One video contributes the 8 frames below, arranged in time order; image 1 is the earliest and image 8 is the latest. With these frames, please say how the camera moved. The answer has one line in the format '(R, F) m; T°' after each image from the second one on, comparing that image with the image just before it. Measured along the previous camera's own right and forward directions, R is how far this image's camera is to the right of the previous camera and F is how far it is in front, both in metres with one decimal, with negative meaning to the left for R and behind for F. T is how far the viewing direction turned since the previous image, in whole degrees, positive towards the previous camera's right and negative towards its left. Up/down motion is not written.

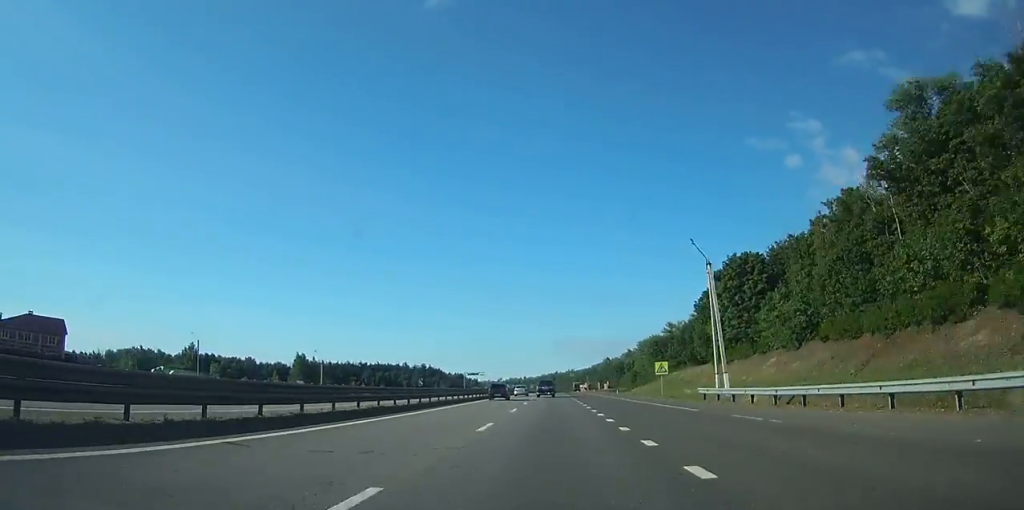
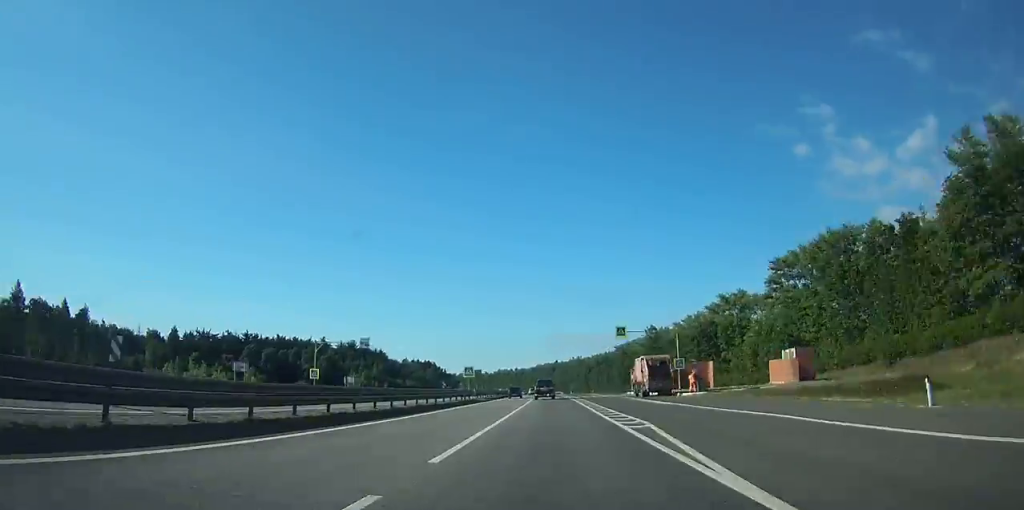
(-0.2, +163.2) m; -1°
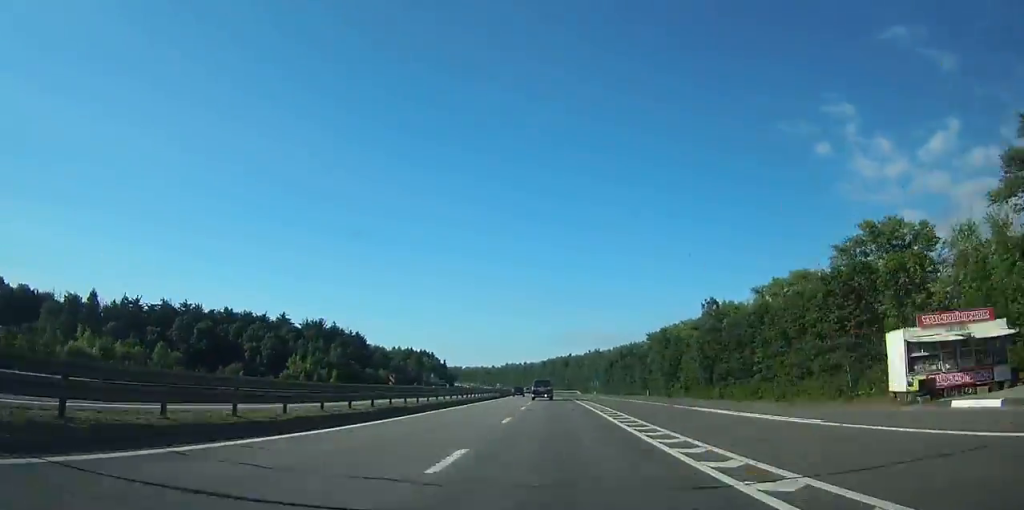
(+0.1, +60.2) m; -1°
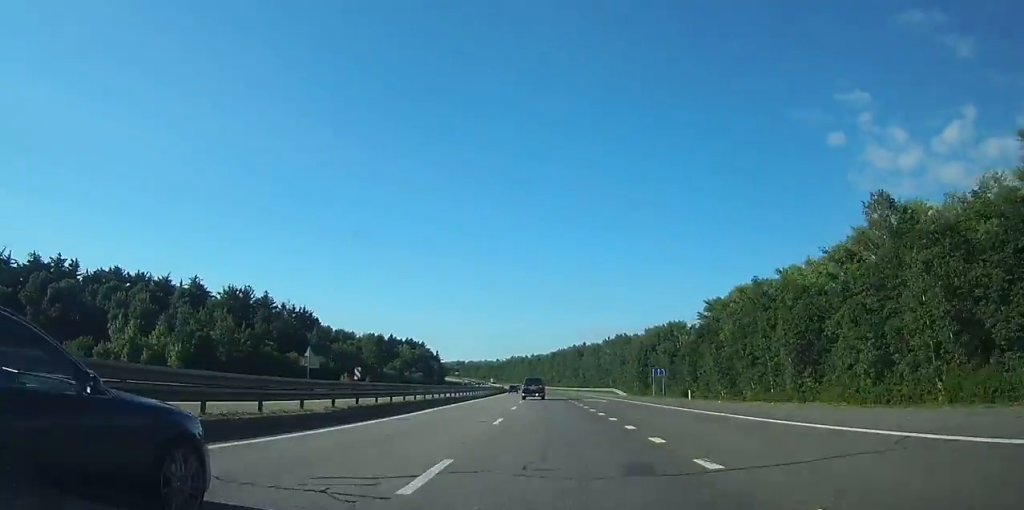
(-1.0, +73.3) m; -1°
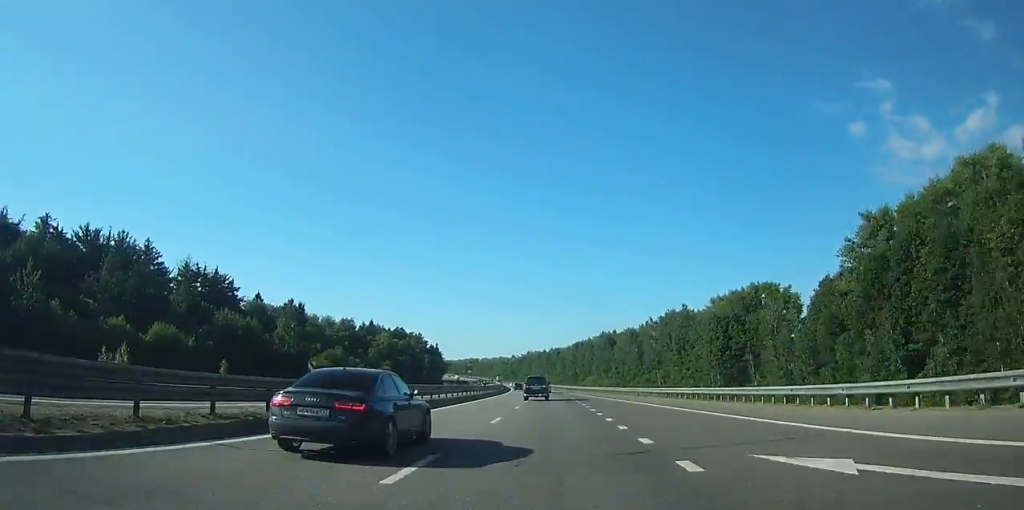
(-1.1, +69.7) m; -2°
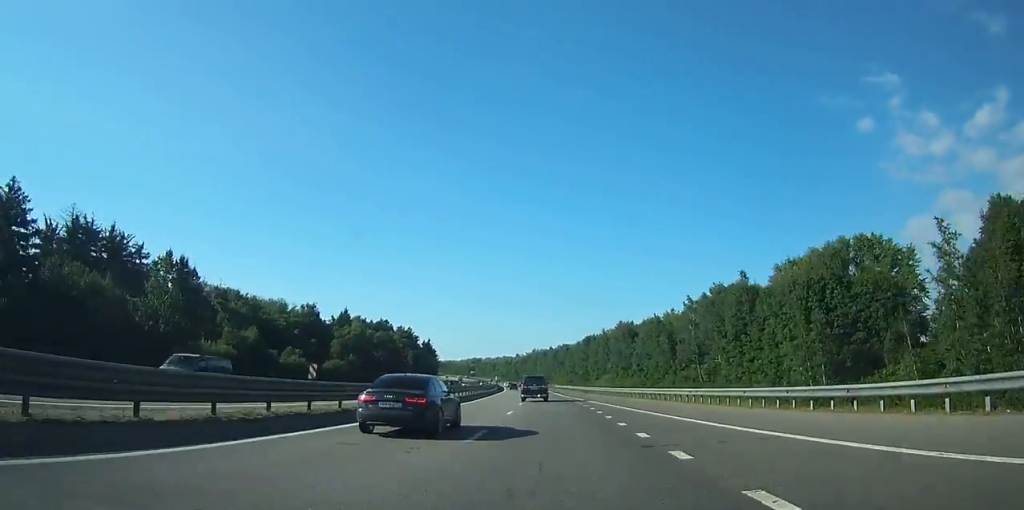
(+0.2, +41.1) m; -1°
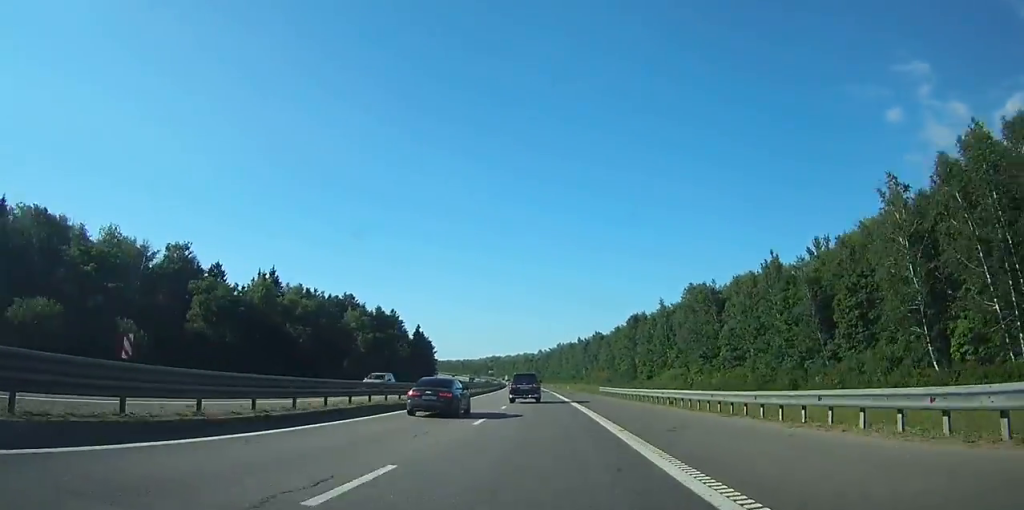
(-1.5, +76.0) m; -3°
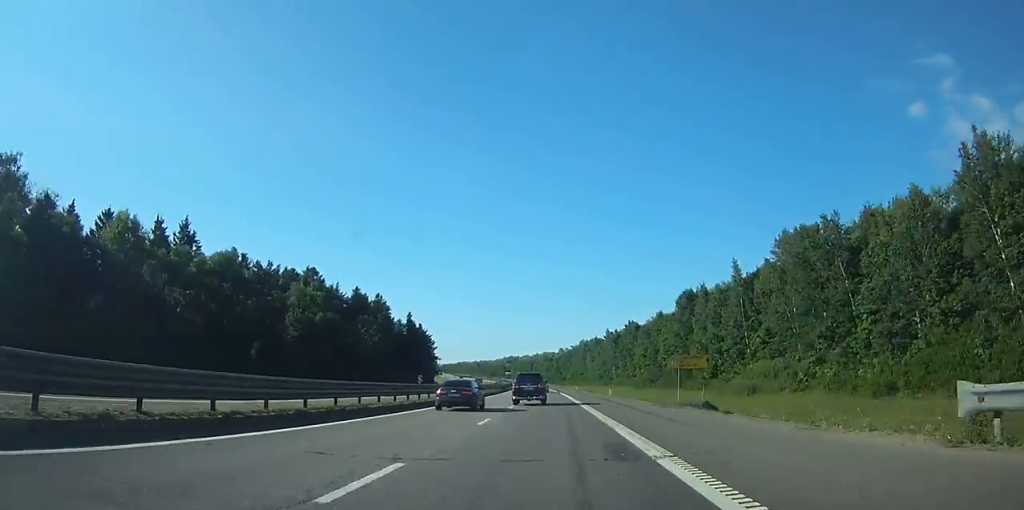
(-1.0, +48.6) m; -2°
